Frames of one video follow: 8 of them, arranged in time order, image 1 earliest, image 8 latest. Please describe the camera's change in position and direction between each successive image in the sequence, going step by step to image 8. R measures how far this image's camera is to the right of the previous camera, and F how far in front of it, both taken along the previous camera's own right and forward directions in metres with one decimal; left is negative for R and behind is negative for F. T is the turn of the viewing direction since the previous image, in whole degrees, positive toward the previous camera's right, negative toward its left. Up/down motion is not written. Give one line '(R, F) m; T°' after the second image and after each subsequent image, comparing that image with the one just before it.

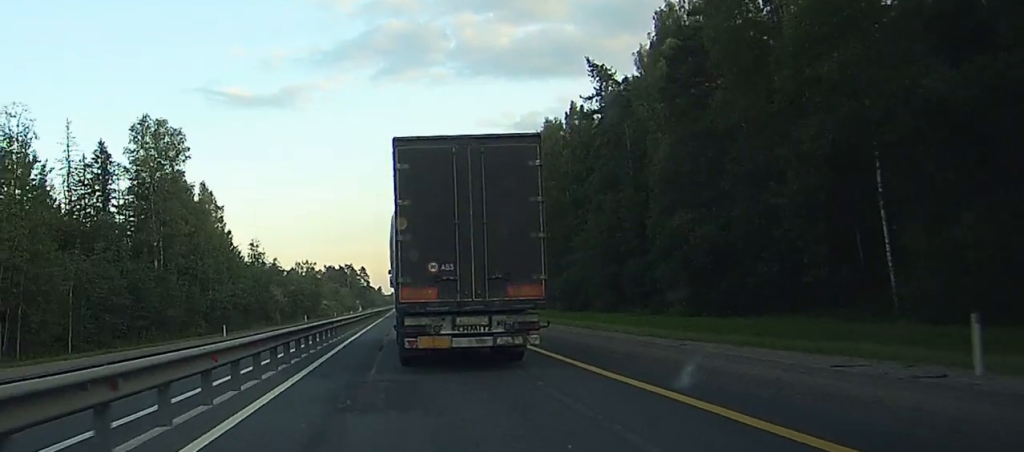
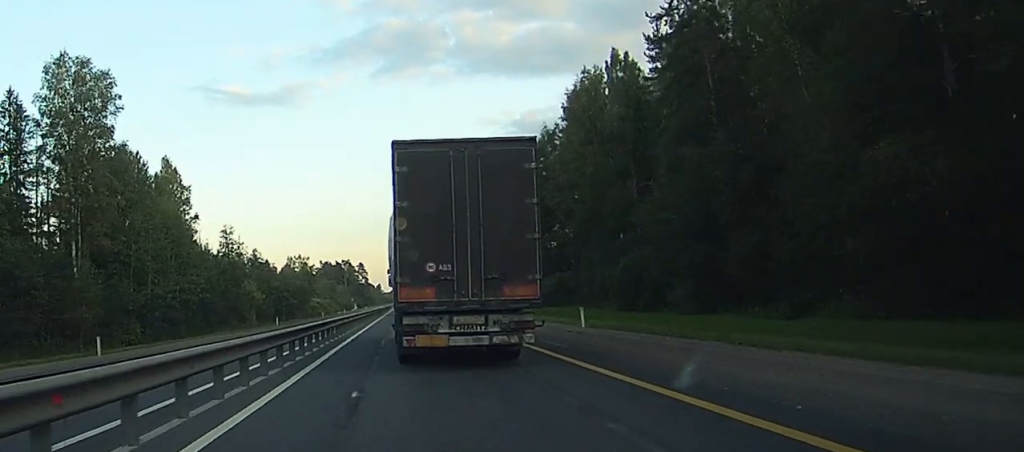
(+0.3, +24.1) m; +1°
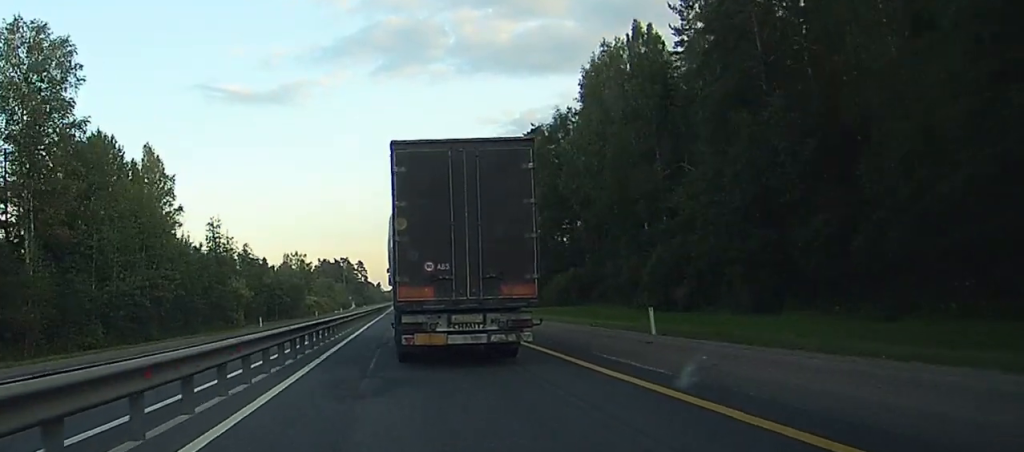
(0.0, +8.1) m; 0°
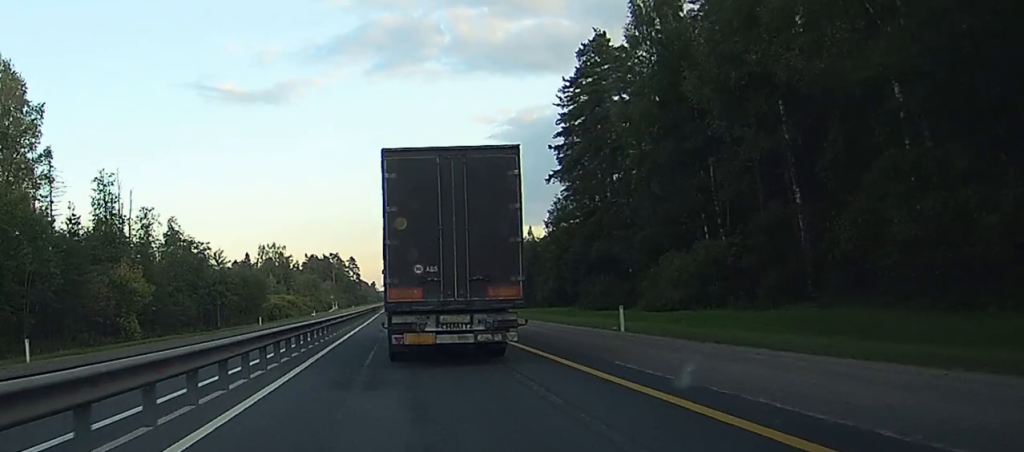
(0.0, +36.7) m; 0°
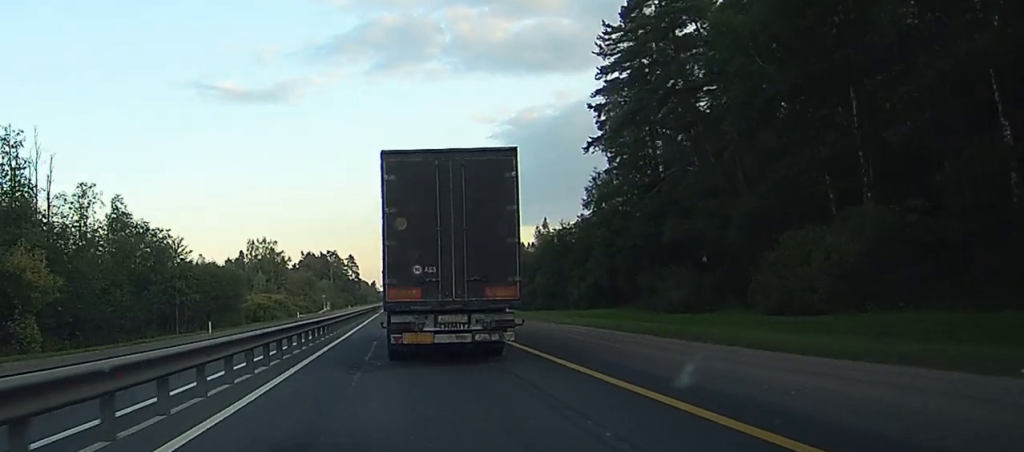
(0.0, +18.9) m; 0°
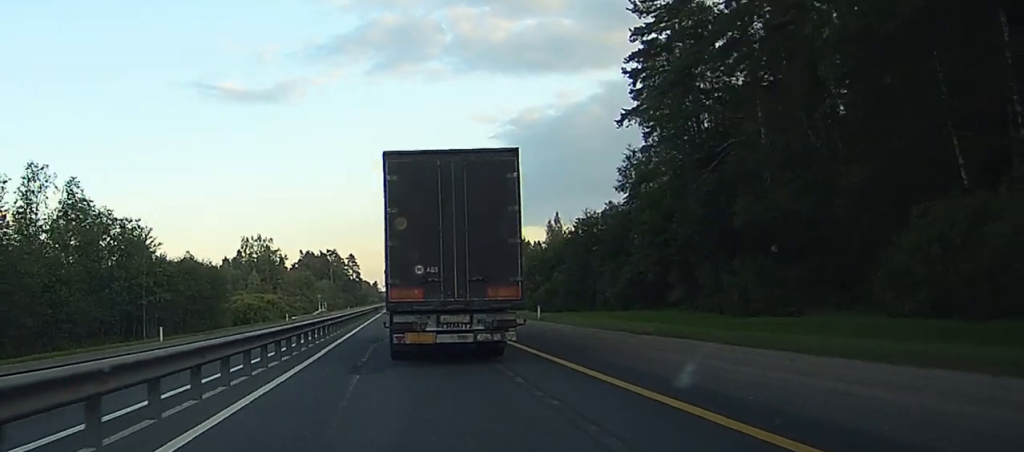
(0.0, +11.9) m; 0°
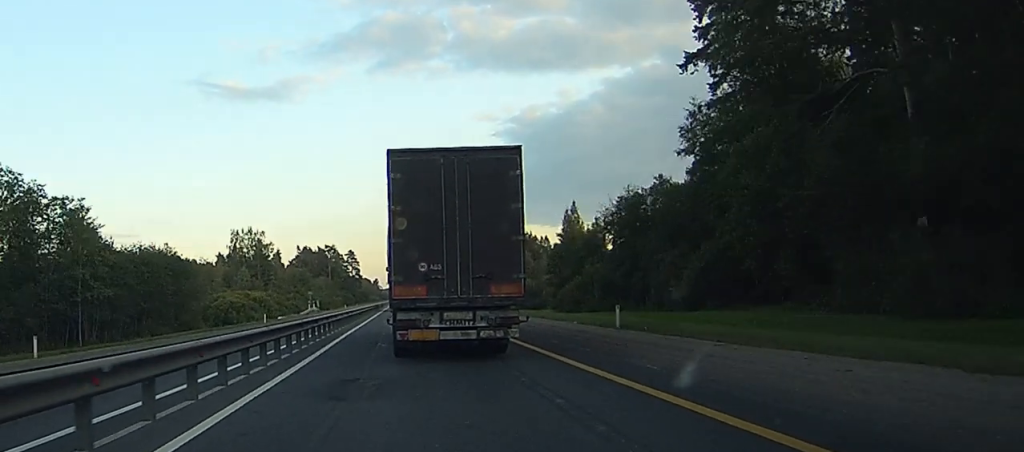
(0.0, +18.0) m; 0°
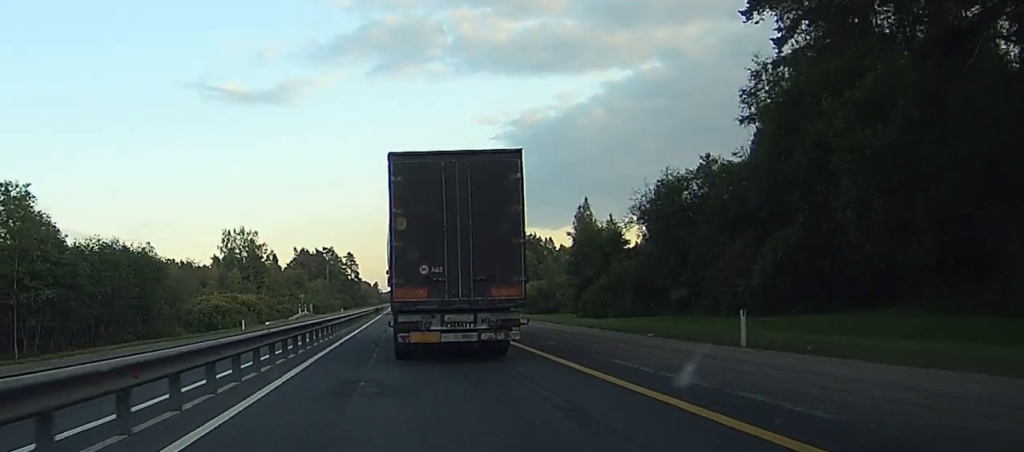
(0.0, +11.8) m; 0°
